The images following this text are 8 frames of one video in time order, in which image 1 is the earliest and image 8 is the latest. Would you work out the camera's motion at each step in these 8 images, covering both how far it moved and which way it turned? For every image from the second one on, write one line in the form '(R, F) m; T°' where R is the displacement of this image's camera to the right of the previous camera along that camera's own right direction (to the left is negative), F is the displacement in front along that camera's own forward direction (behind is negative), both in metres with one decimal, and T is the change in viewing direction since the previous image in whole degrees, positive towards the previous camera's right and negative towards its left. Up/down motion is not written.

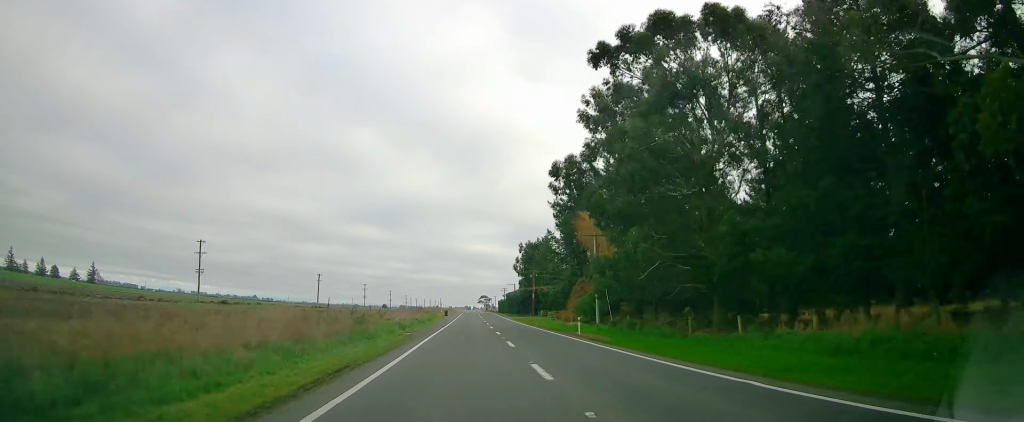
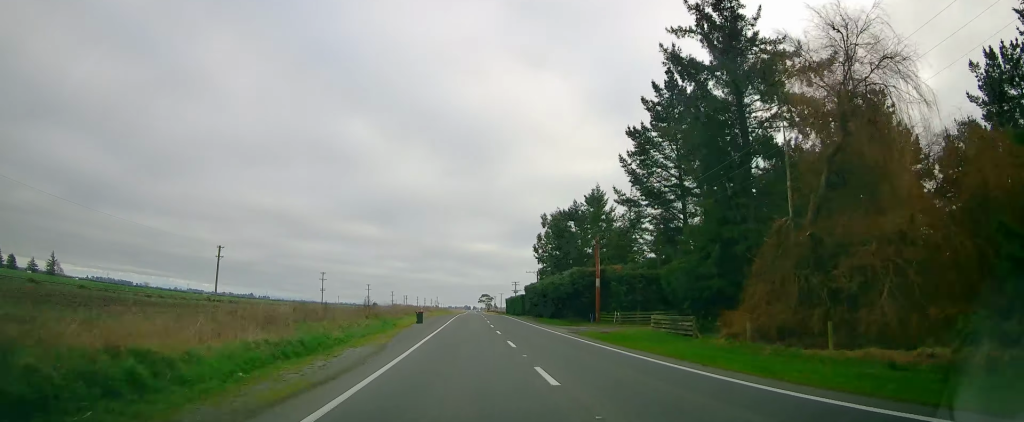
(-1.3, +50.1) m; -2°
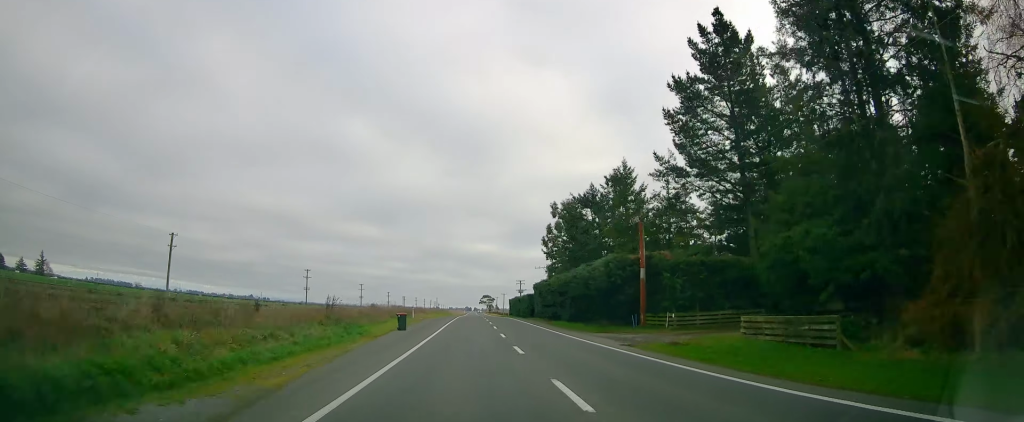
(0.0, +12.8) m; 0°
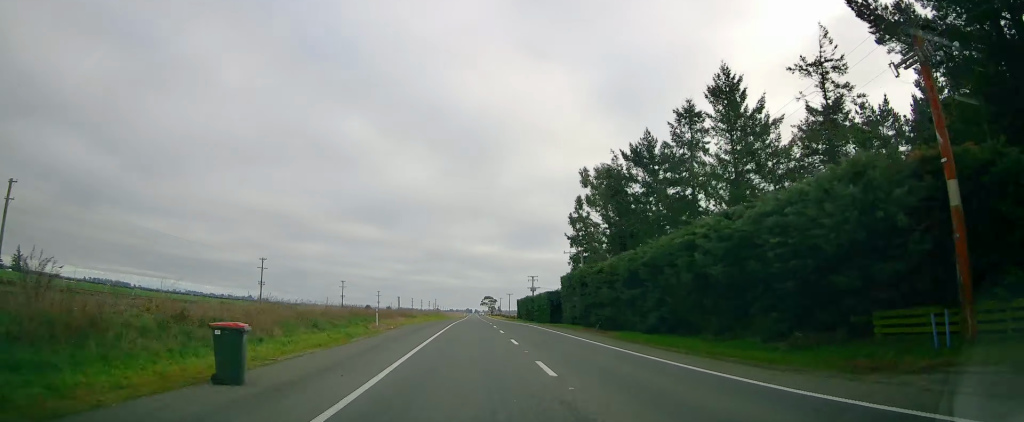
(+0.3, +25.5) m; +1°
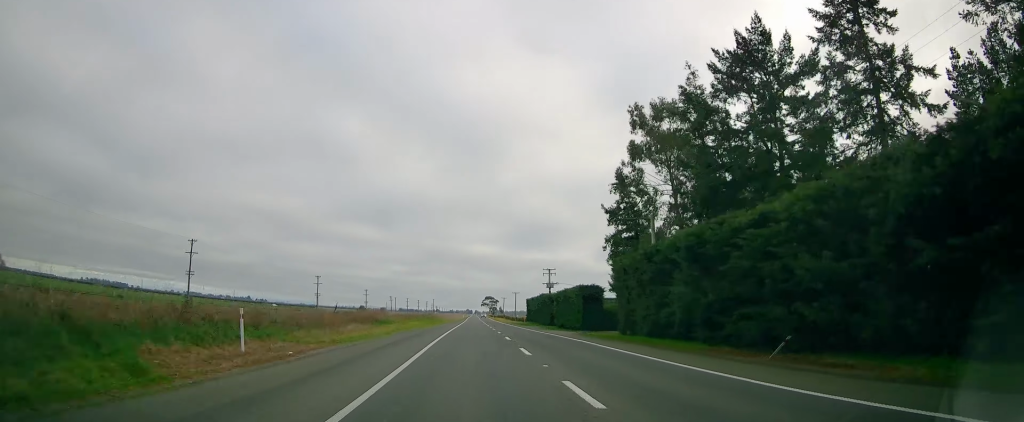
(+0.3, +23.6) m; +1°
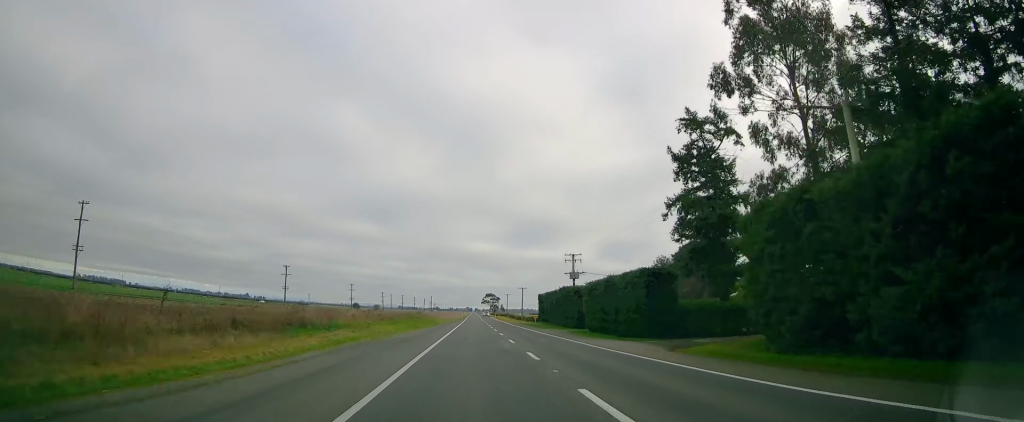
(0.0, +20.9) m; -1°
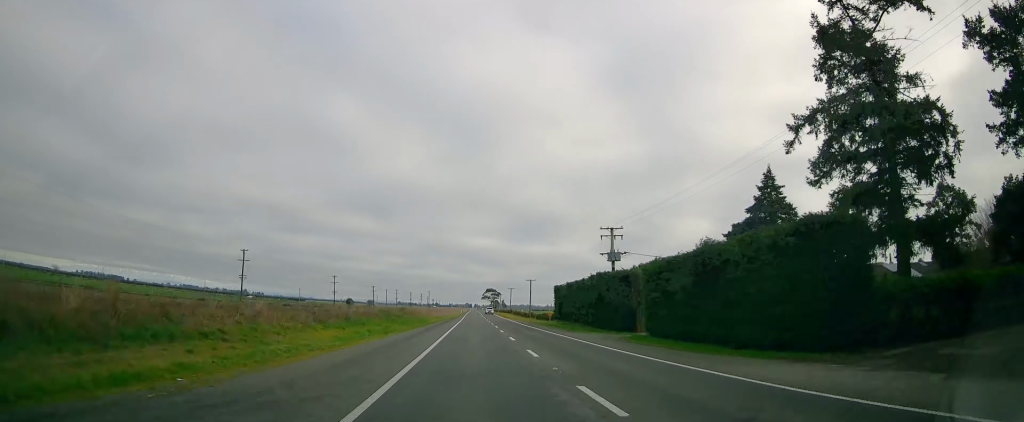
(-0.2, +19.1) m; -1°
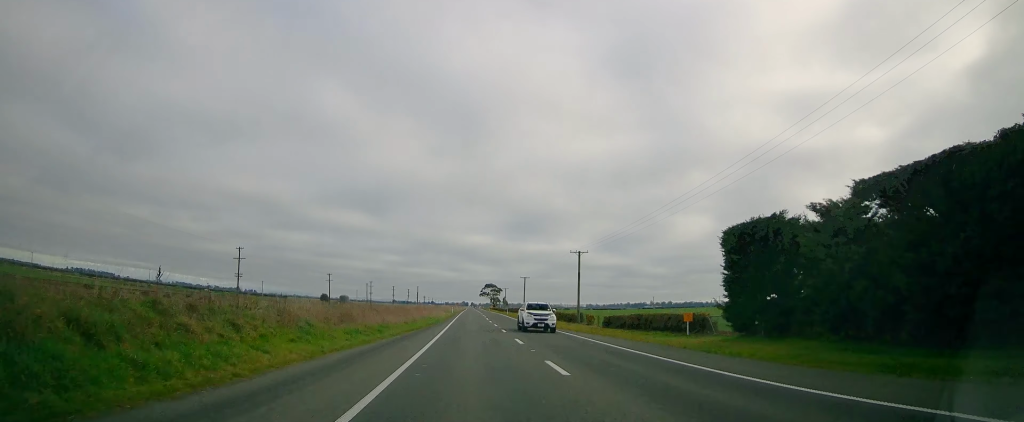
(-0.4, +55.1) m; +1°
